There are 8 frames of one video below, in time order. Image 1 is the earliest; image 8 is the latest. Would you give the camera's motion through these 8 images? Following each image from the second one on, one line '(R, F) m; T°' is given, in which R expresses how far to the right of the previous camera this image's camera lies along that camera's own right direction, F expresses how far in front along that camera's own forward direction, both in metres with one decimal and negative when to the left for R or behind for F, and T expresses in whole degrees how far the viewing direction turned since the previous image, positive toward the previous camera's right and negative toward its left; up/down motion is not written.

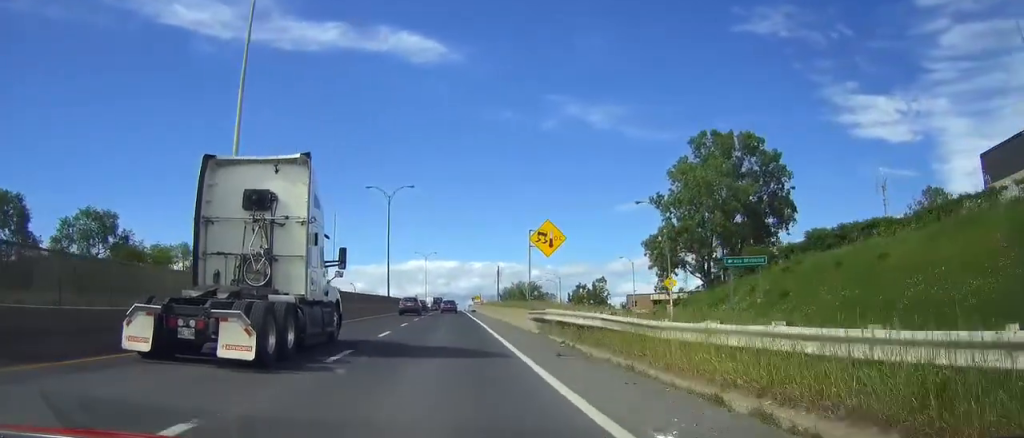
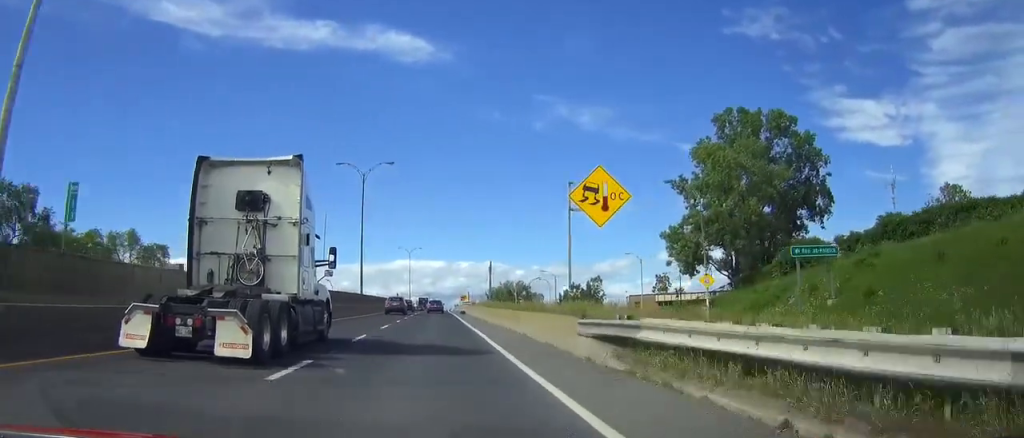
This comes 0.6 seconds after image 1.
(0.0, +12.3) m; 0°
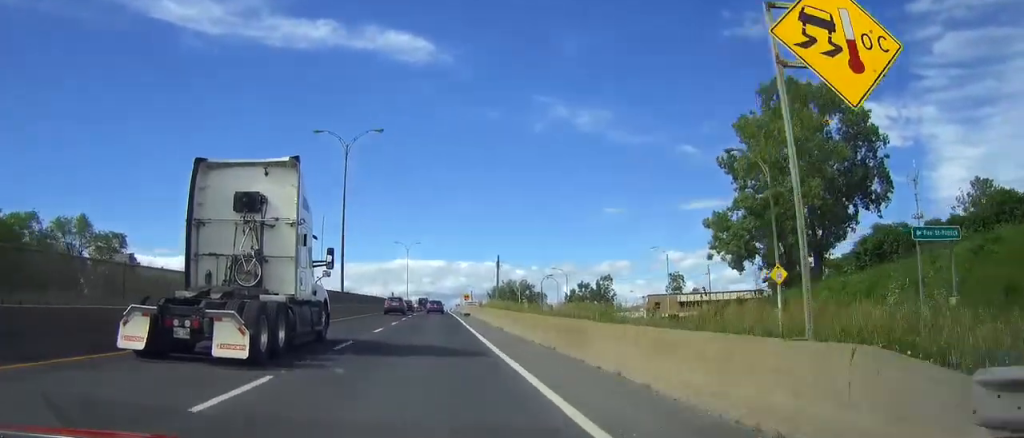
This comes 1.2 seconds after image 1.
(0.0, +11.6) m; 0°
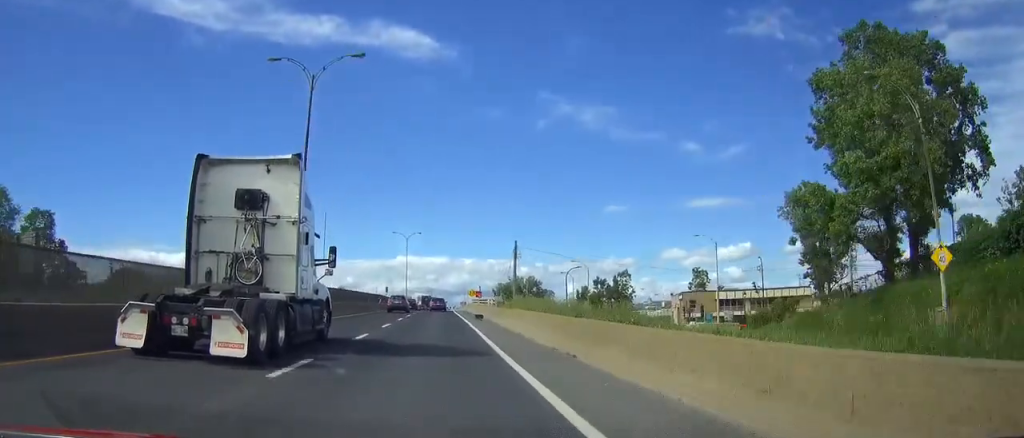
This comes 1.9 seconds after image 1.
(0.0, +15.0) m; 0°
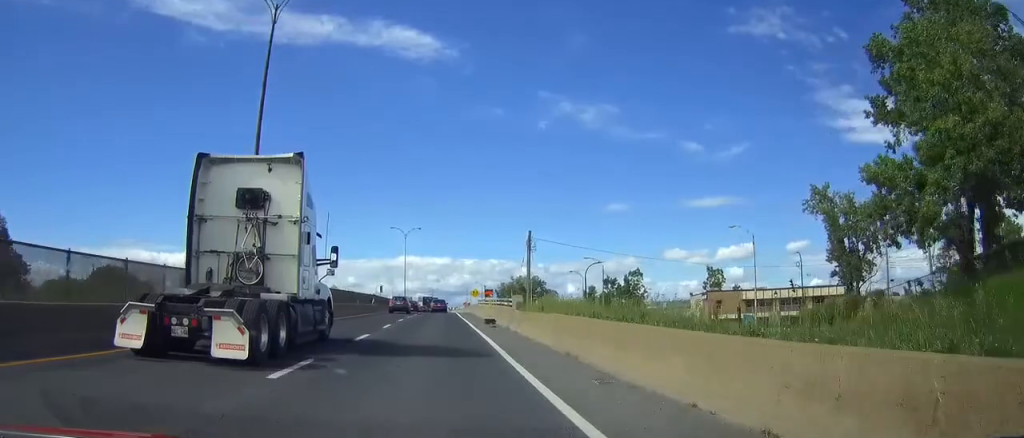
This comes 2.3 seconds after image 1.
(0.0, +8.9) m; 0°
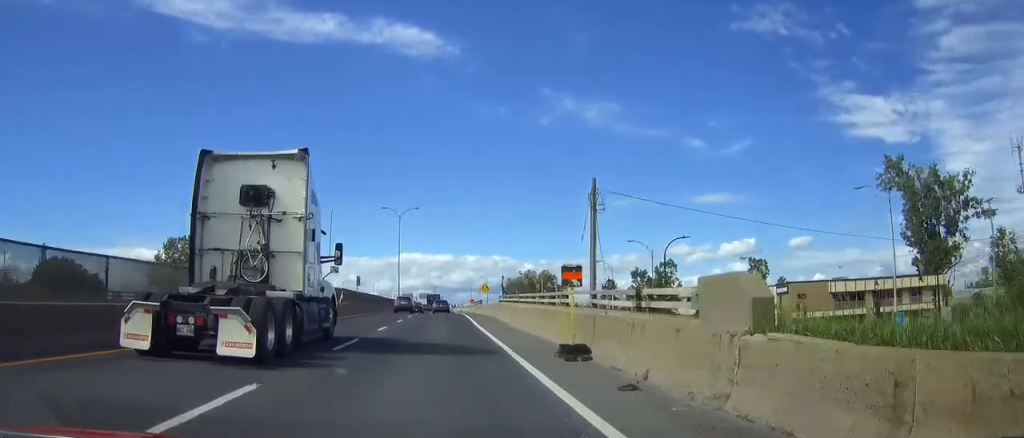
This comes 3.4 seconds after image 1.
(0.0, +21.8) m; 0°
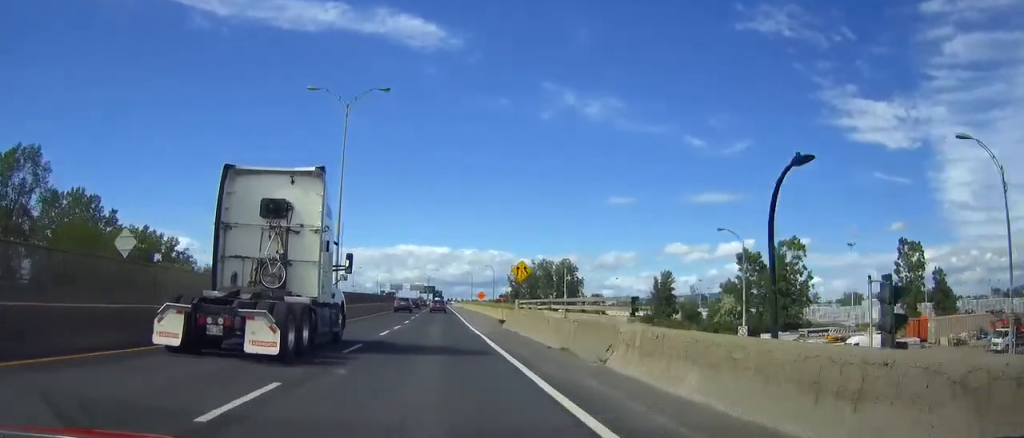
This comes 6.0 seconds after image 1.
(0.0, +53.6) m; 0°
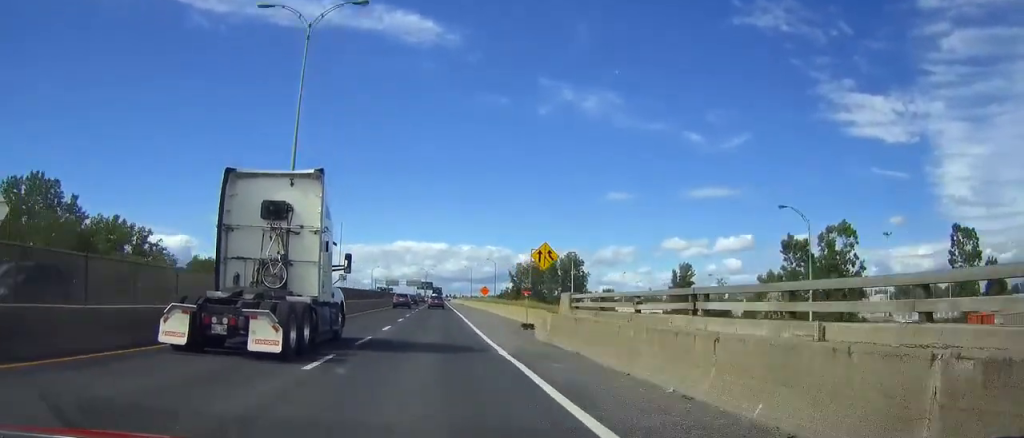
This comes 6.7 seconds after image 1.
(0.0, +12.9) m; 0°
